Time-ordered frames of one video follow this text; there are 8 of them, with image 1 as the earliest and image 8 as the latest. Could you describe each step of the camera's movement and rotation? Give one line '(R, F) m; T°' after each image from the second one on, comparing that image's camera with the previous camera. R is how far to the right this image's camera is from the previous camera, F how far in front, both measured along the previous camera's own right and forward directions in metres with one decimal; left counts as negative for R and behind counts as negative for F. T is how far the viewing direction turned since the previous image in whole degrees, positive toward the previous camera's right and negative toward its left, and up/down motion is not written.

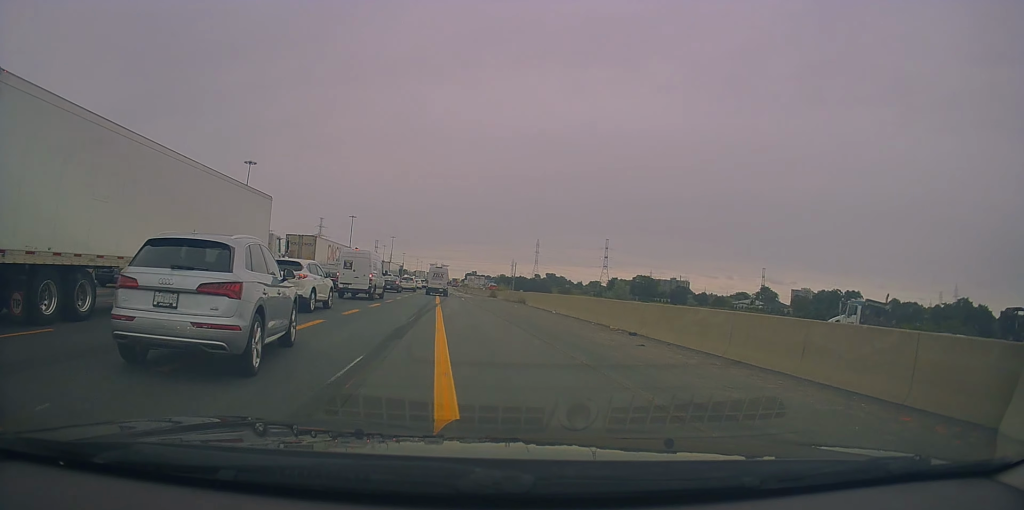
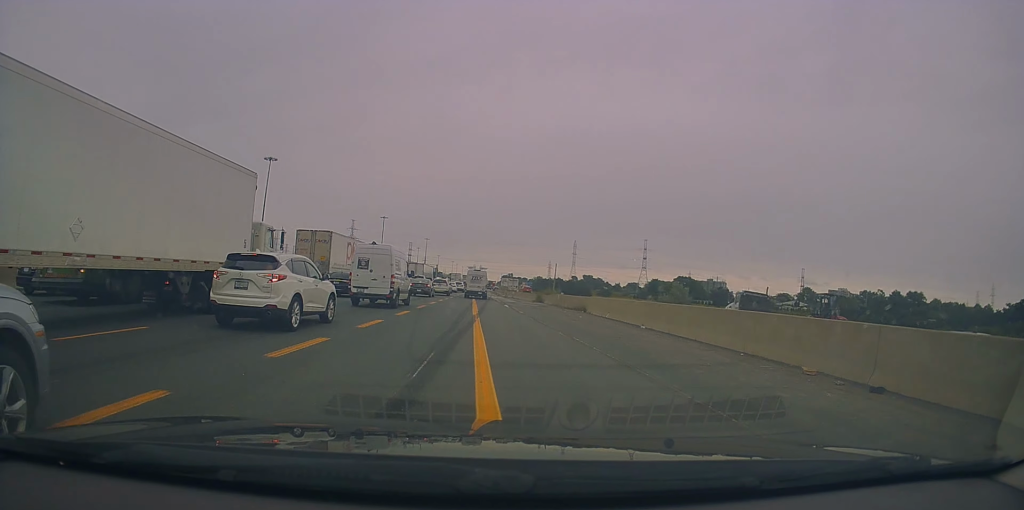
(-0.5, +10.0) m; -1°
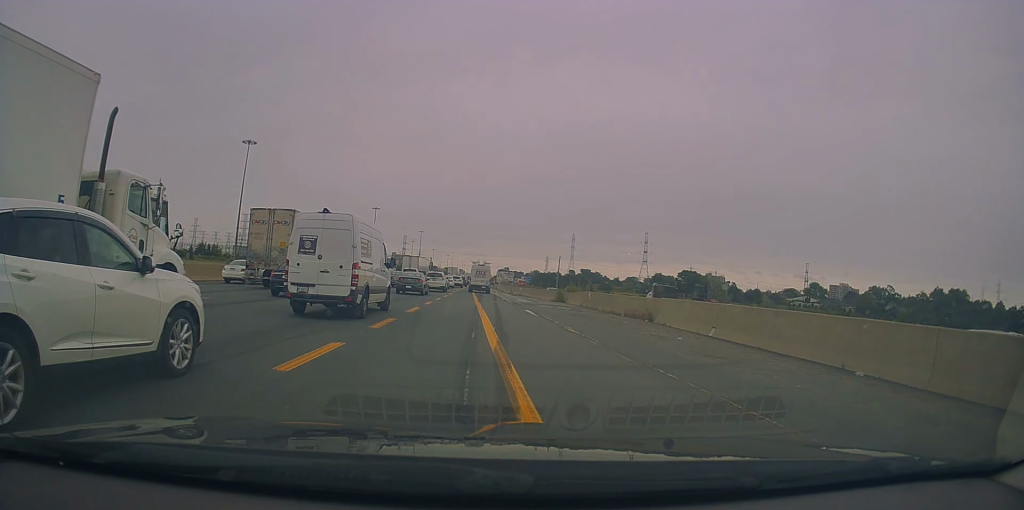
(+0.1, +13.0) m; -1°
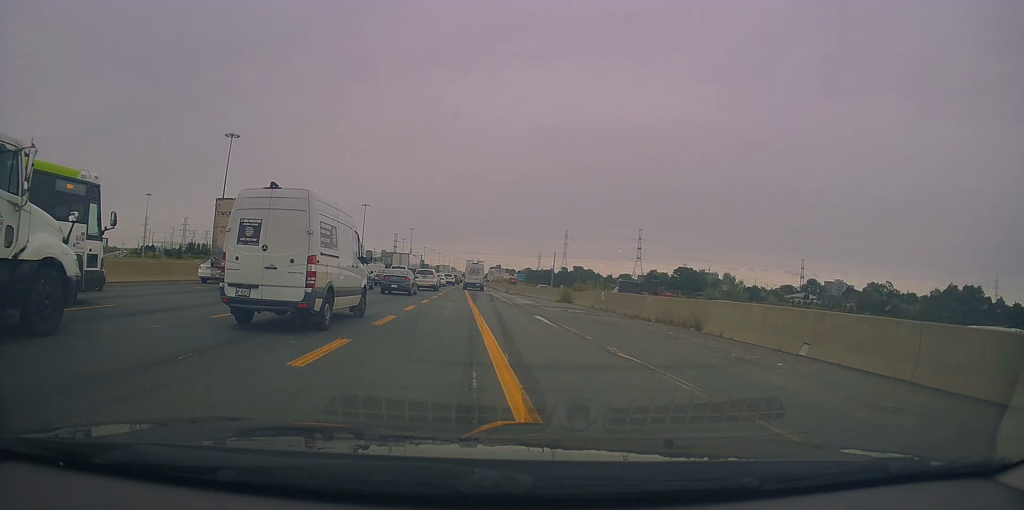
(-0.3, +5.8) m; 0°
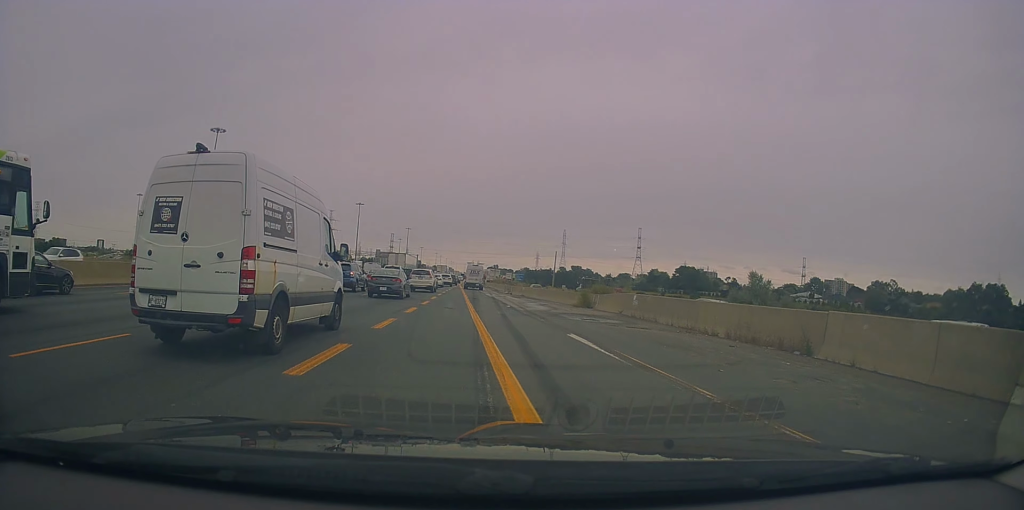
(+0.3, +6.6) m; +3°
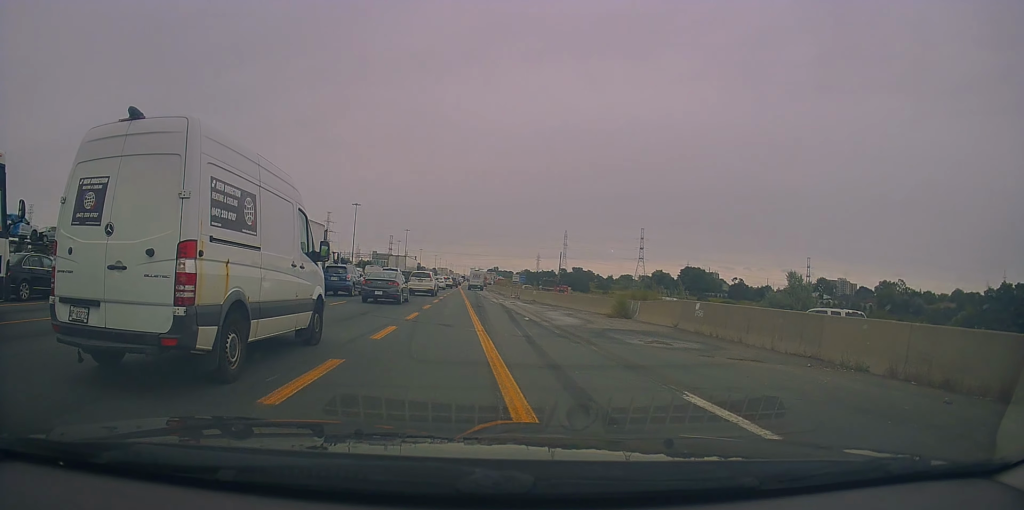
(+0.1, +7.7) m; +1°
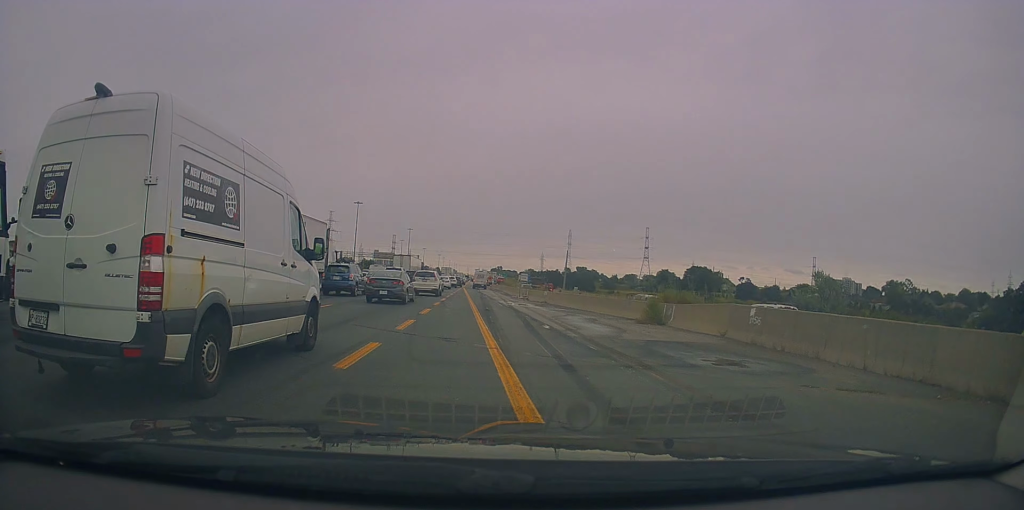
(0.0, +3.9) m; 0°
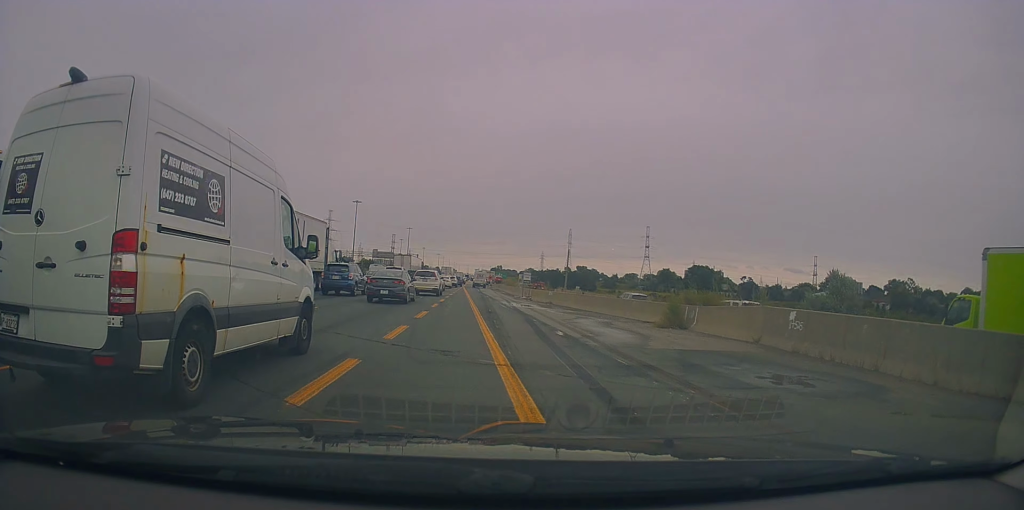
(0.0, +2.3) m; +1°
